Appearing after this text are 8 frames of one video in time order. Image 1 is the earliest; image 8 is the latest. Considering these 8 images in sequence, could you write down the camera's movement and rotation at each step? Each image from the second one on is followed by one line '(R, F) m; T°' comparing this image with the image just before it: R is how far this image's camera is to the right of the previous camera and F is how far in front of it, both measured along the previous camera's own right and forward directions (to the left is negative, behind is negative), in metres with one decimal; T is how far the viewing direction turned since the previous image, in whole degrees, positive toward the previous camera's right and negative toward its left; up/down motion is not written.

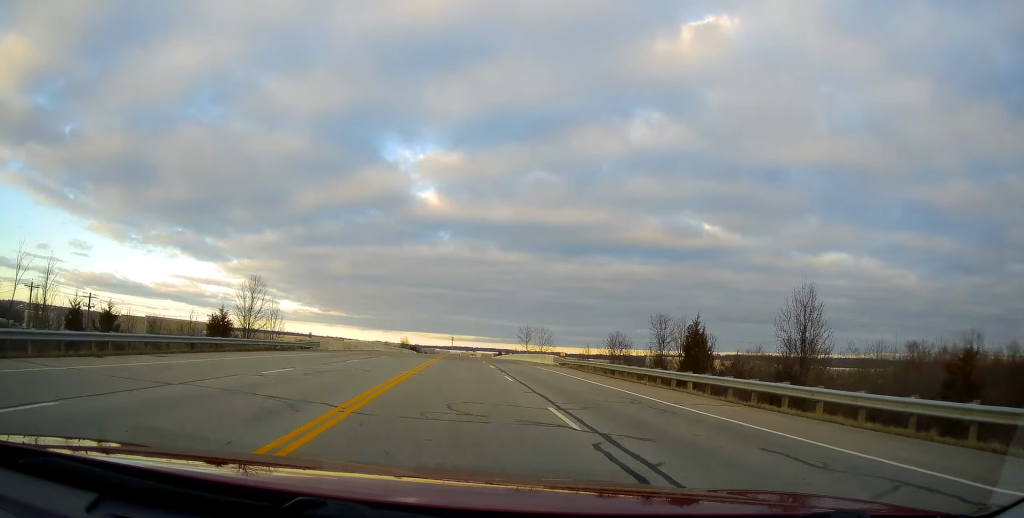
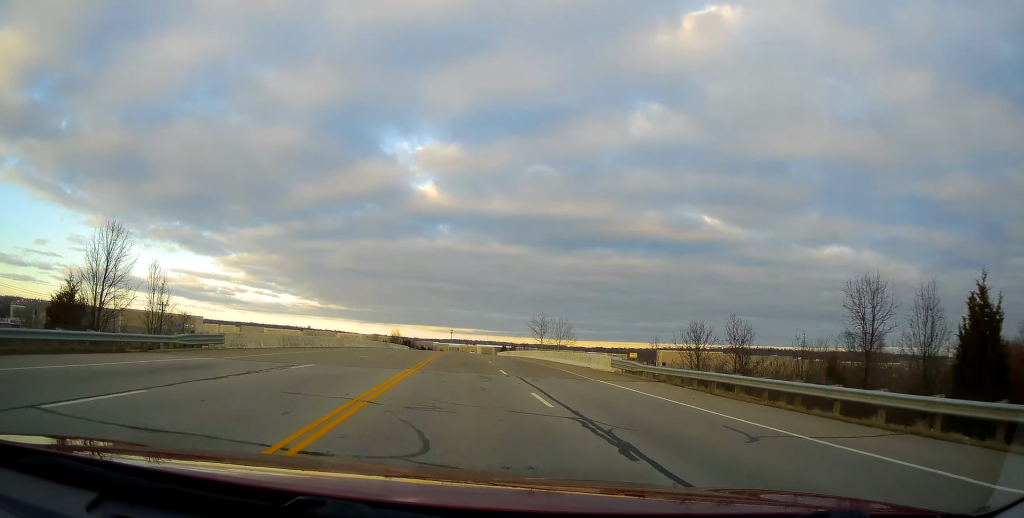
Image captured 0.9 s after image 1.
(-0.3, +22.0) m; -1°
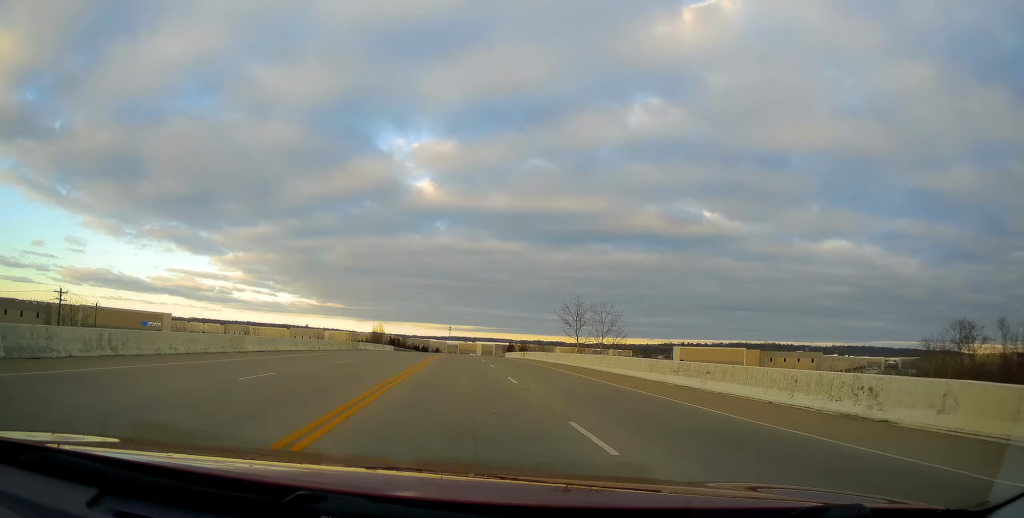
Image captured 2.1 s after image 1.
(0.0, +29.5) m; 0°
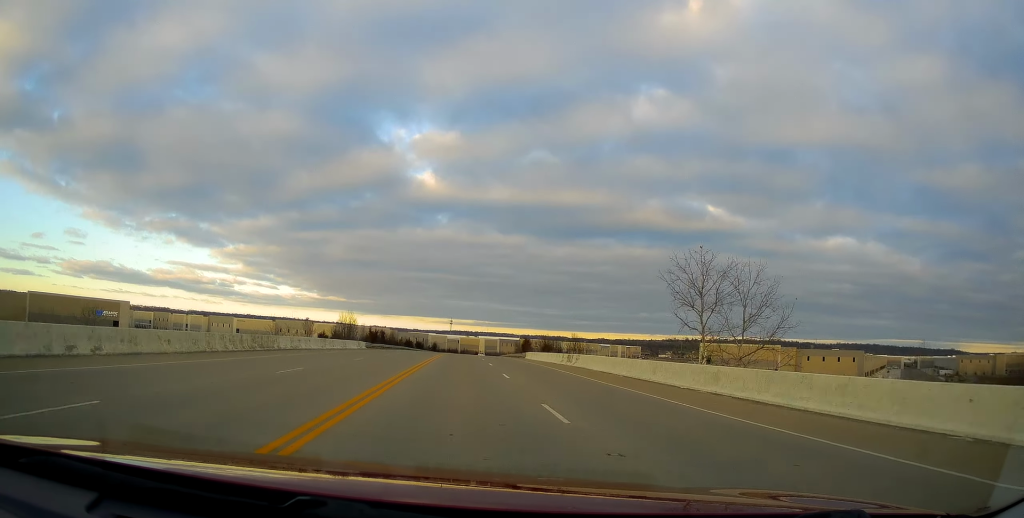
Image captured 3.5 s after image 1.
(+0.3, +33.8) m; 0°
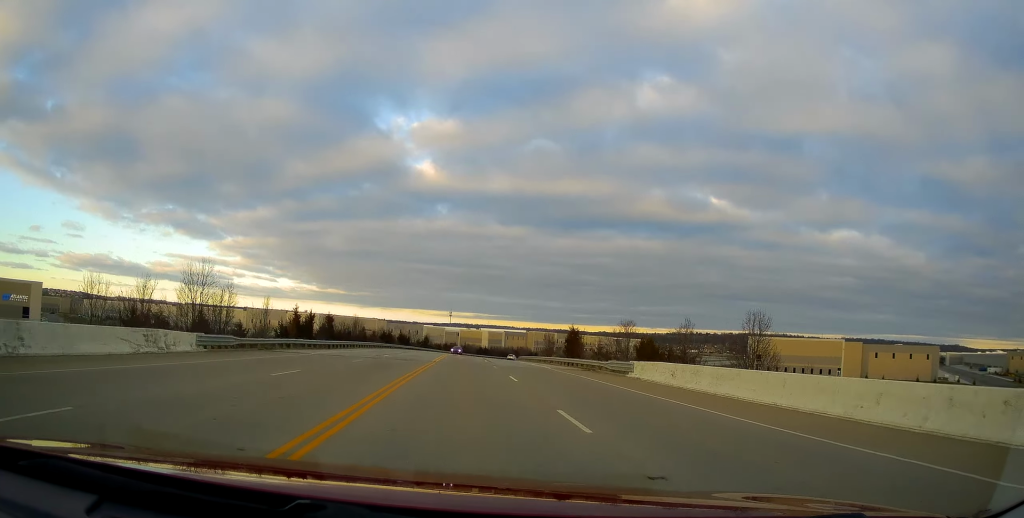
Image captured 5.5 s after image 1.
(+0.2, +49.8) m; 0°
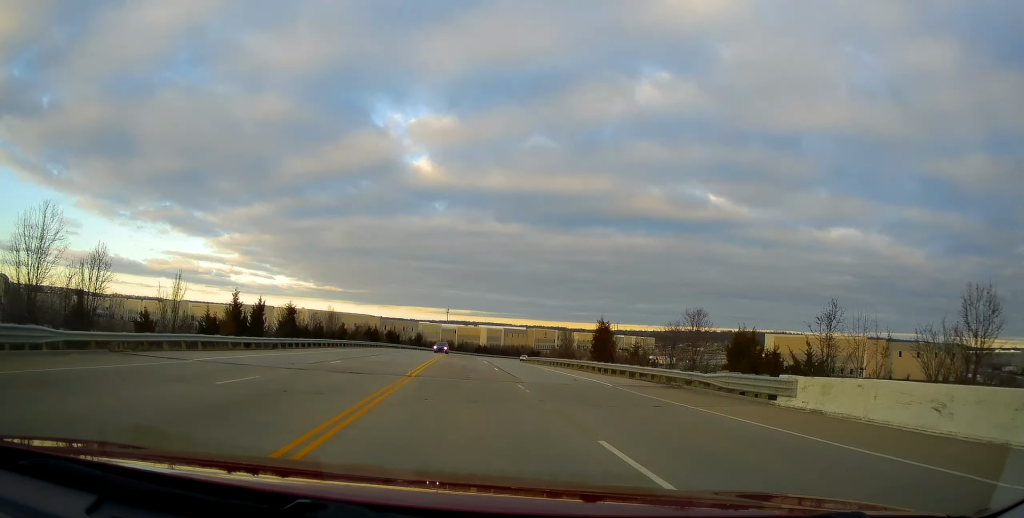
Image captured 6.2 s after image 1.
(-0.1, +16.1) m; 0°
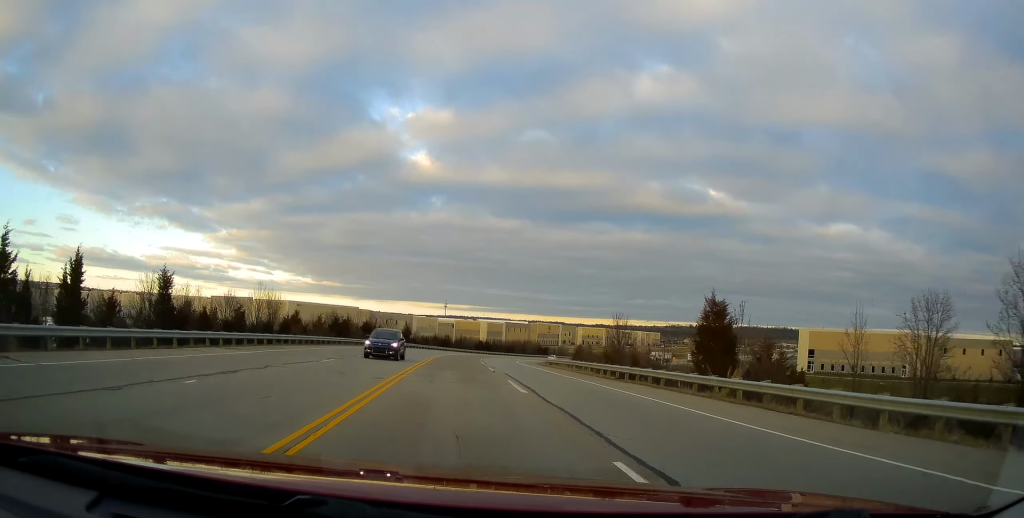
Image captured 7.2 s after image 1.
(0.0, +25.6) m; 0°
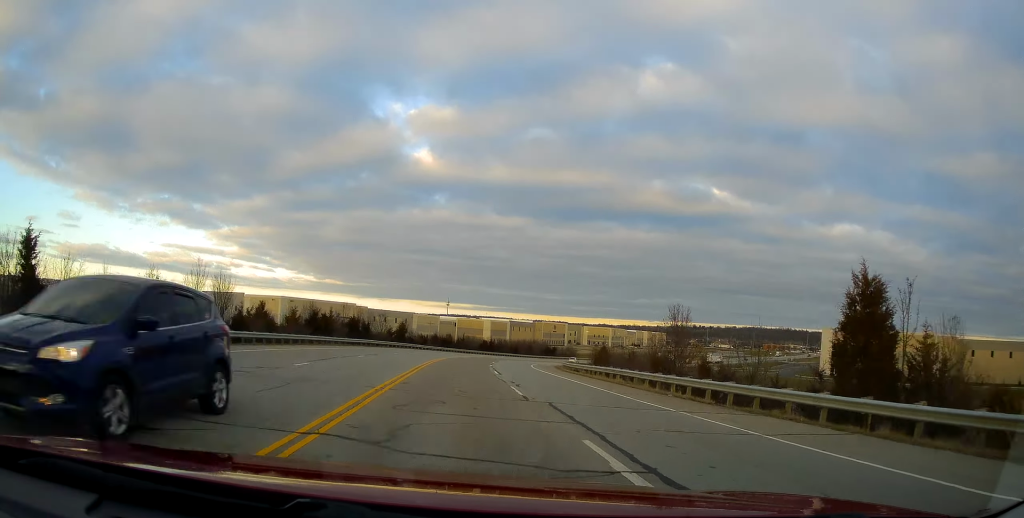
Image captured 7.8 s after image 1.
(+0.2, +12.7) m; 0°
